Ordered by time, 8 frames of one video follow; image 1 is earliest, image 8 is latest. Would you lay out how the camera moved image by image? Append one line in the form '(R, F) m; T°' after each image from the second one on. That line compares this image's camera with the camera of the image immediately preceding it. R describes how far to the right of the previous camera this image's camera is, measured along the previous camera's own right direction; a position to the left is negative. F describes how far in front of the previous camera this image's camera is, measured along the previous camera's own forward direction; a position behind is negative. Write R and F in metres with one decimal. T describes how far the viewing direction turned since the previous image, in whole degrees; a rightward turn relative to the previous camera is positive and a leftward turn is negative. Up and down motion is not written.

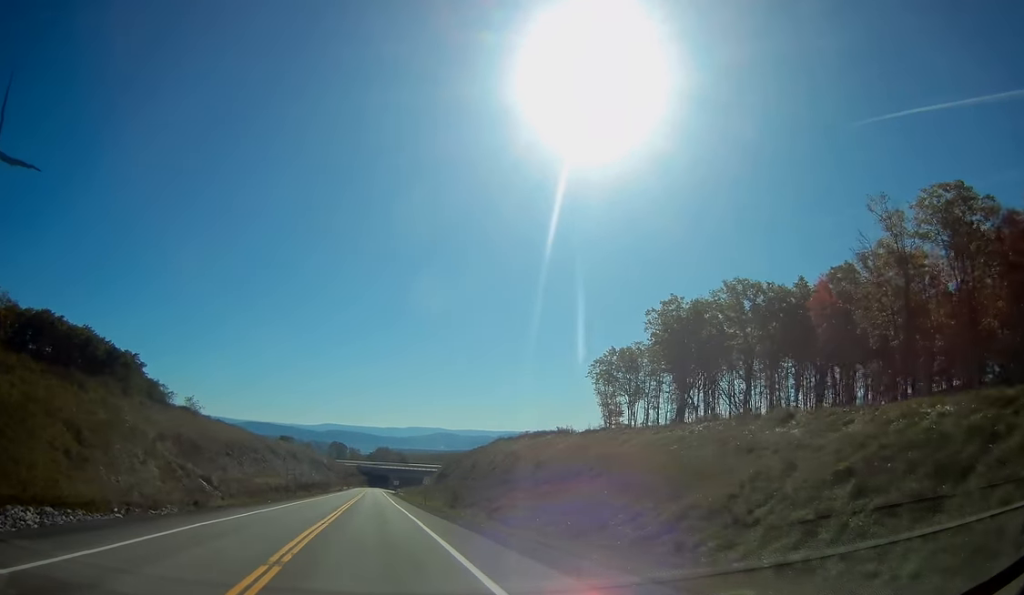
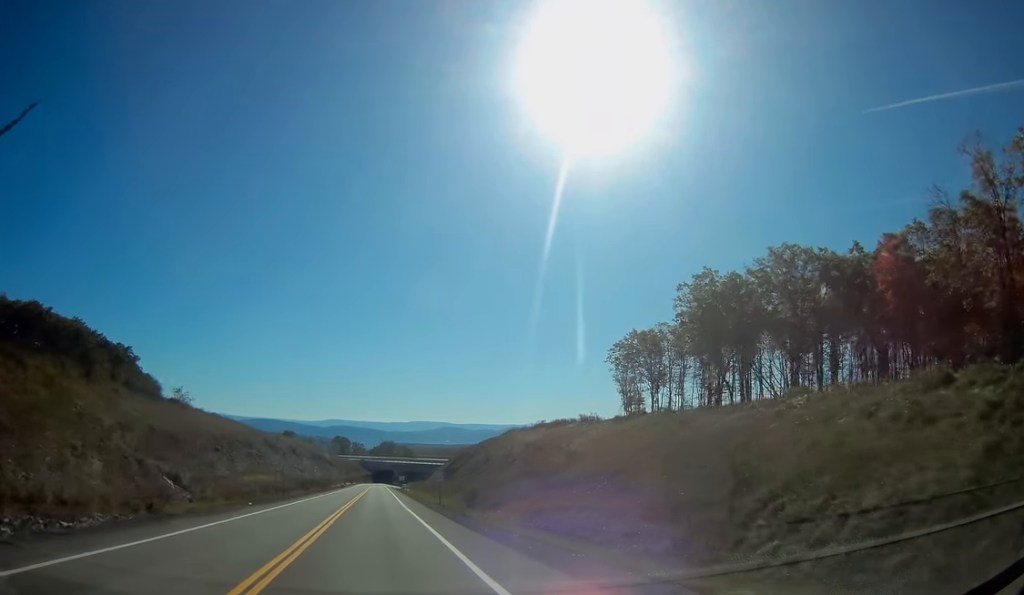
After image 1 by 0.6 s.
(-0.1, +9.4) m; 0°
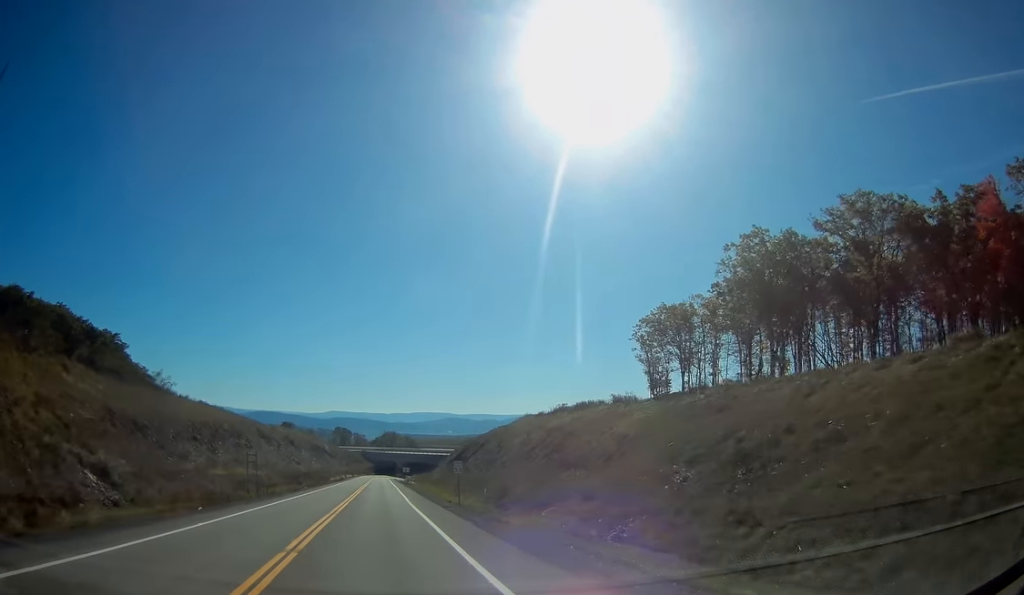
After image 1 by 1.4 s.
(+0.2, +12.2) m; 0°
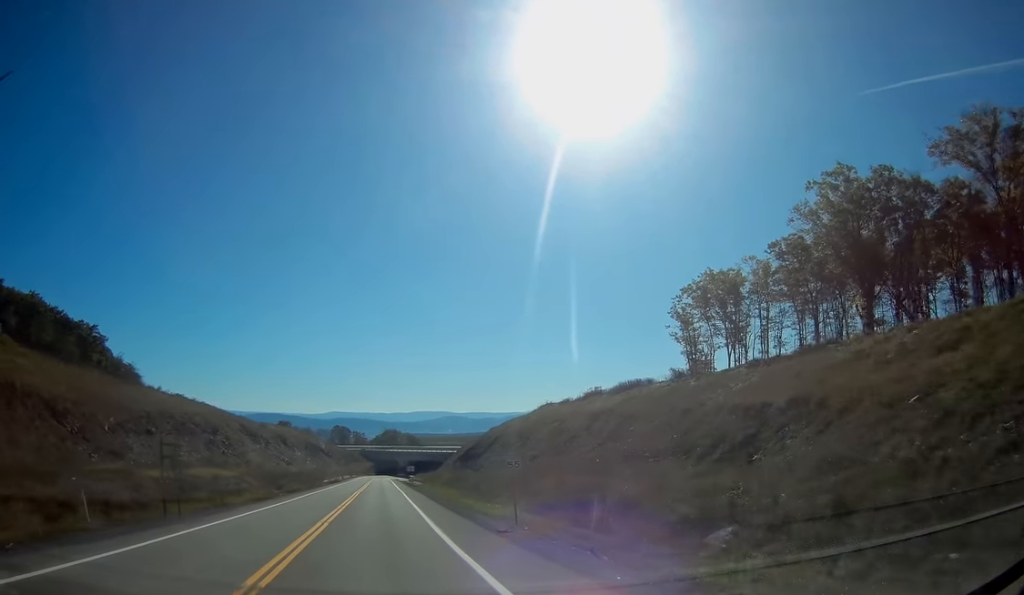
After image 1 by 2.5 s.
(-0.2, +16.8) m; -1°
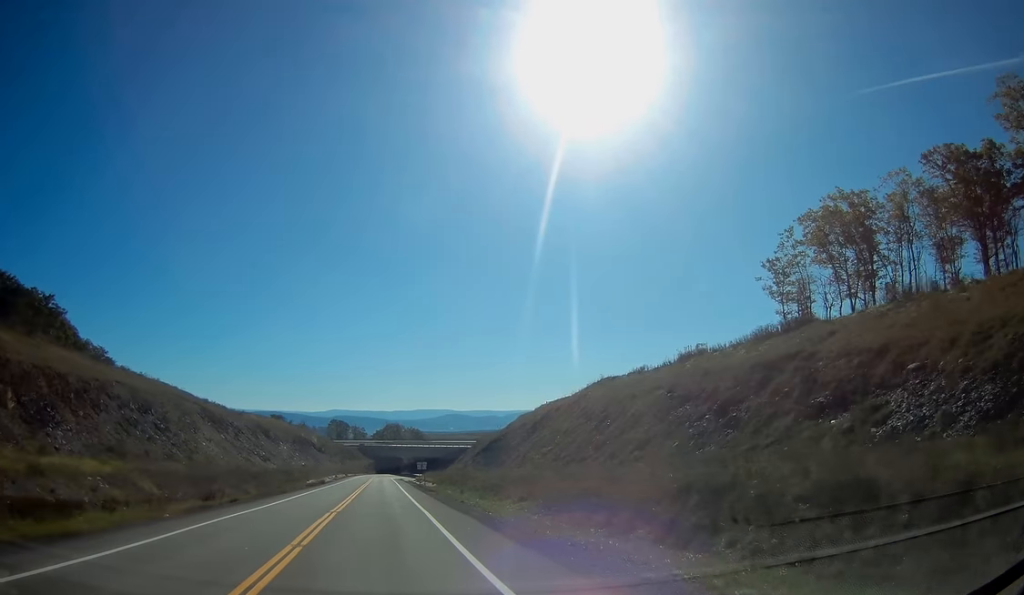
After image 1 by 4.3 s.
(-0.3, +29.6) m; 0°
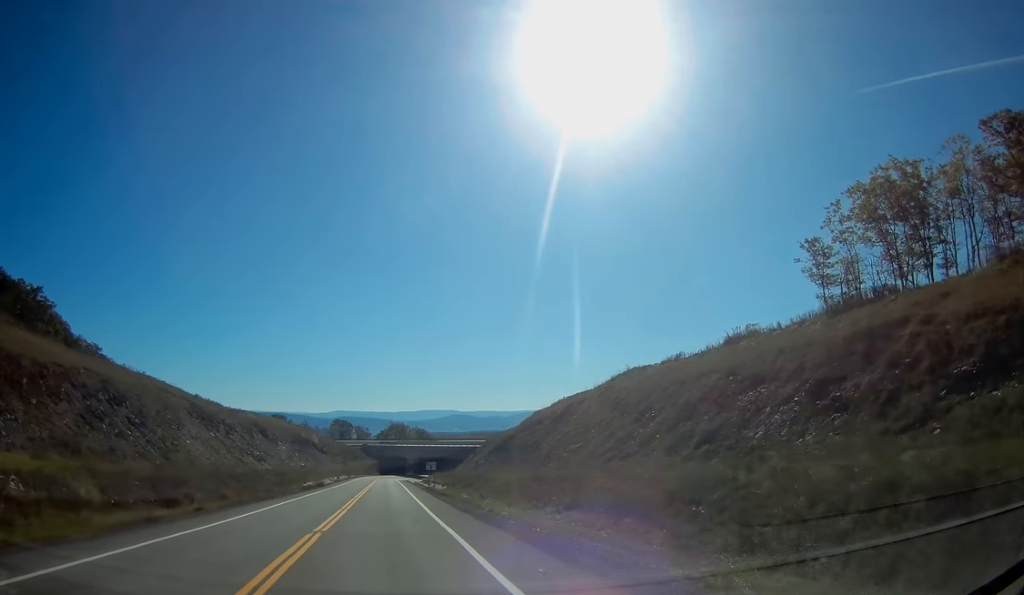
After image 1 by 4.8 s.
(+0.1, +8.5) m; 0°
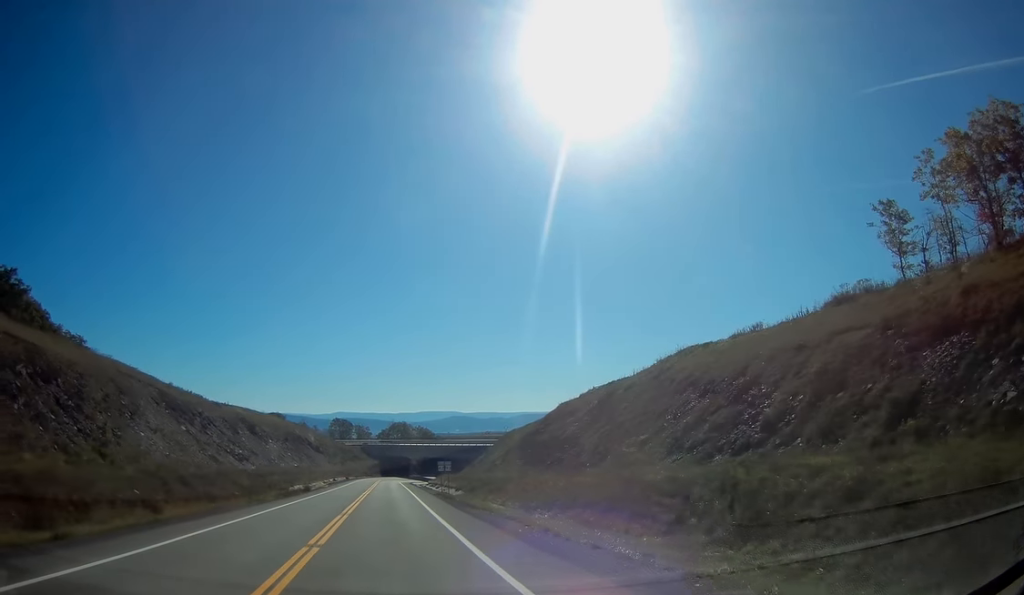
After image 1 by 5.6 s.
(+0.1, +14.4) m; 0°
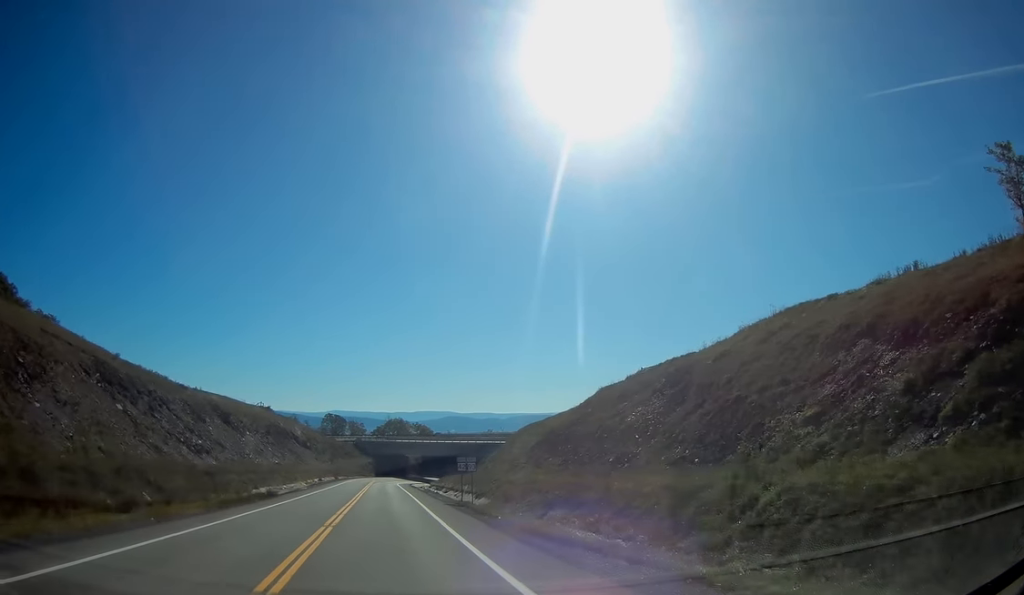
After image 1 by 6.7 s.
(-0.1, +18.9) m; 0°
